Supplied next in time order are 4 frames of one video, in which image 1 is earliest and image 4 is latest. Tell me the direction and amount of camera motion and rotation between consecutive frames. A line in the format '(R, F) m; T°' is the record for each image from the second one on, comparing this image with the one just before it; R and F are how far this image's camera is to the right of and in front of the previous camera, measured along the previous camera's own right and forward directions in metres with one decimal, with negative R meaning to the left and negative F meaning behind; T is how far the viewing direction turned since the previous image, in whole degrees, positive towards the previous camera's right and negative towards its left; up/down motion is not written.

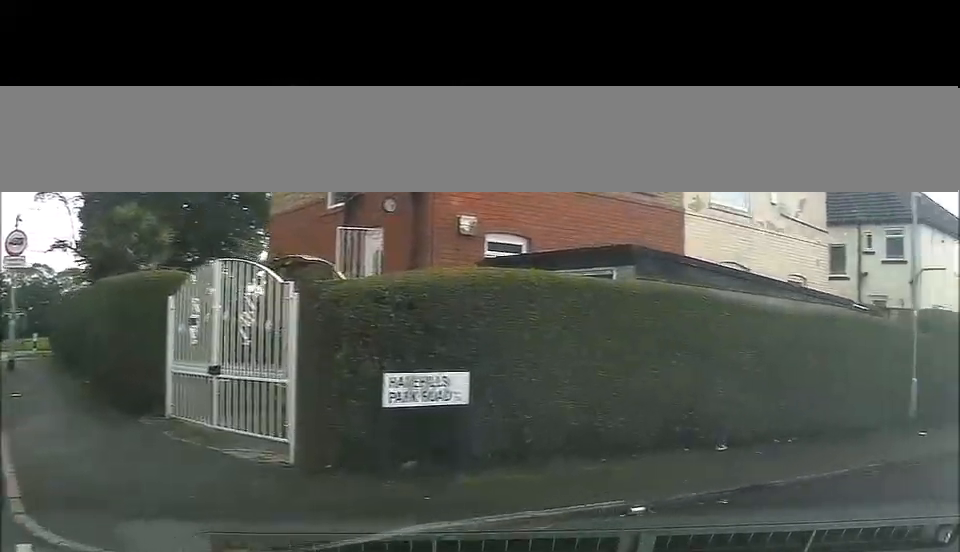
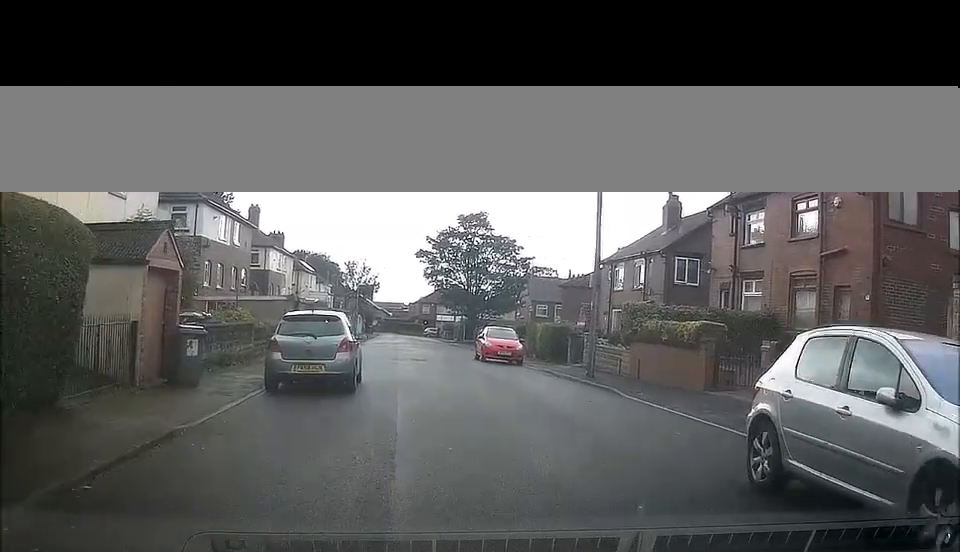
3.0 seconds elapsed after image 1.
(+4.7, +9.0) m; +32°
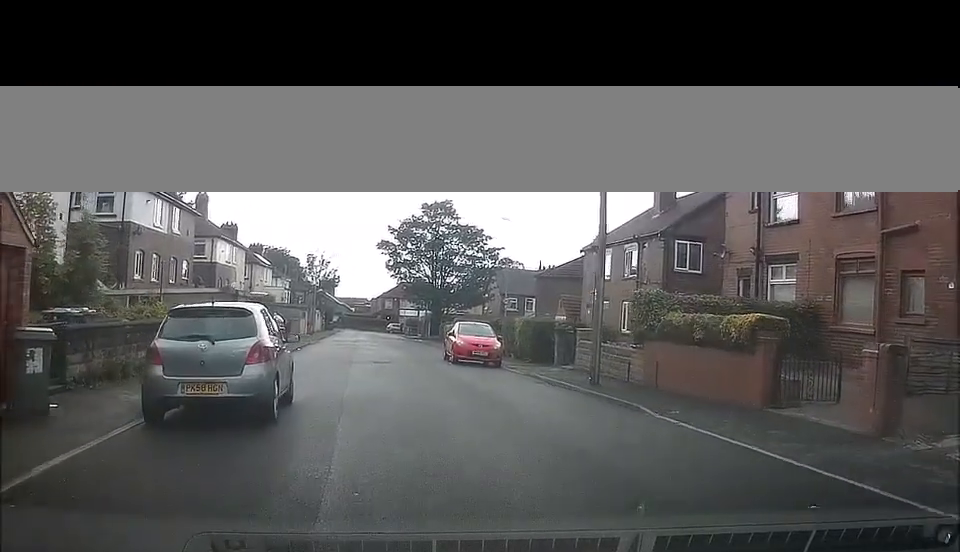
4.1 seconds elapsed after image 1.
(+0.1, +4.7) m; +5°
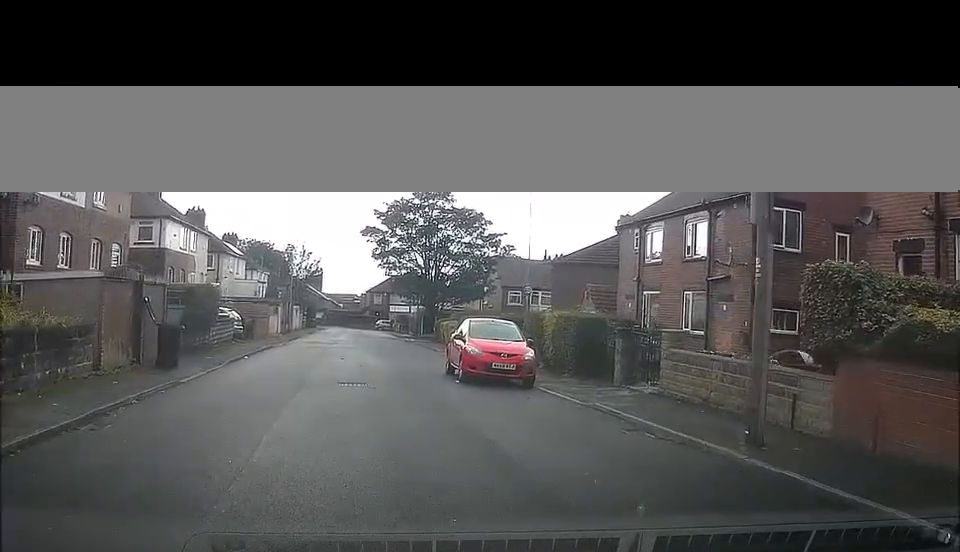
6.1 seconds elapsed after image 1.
(+1.0, +8.9) m; +3°
